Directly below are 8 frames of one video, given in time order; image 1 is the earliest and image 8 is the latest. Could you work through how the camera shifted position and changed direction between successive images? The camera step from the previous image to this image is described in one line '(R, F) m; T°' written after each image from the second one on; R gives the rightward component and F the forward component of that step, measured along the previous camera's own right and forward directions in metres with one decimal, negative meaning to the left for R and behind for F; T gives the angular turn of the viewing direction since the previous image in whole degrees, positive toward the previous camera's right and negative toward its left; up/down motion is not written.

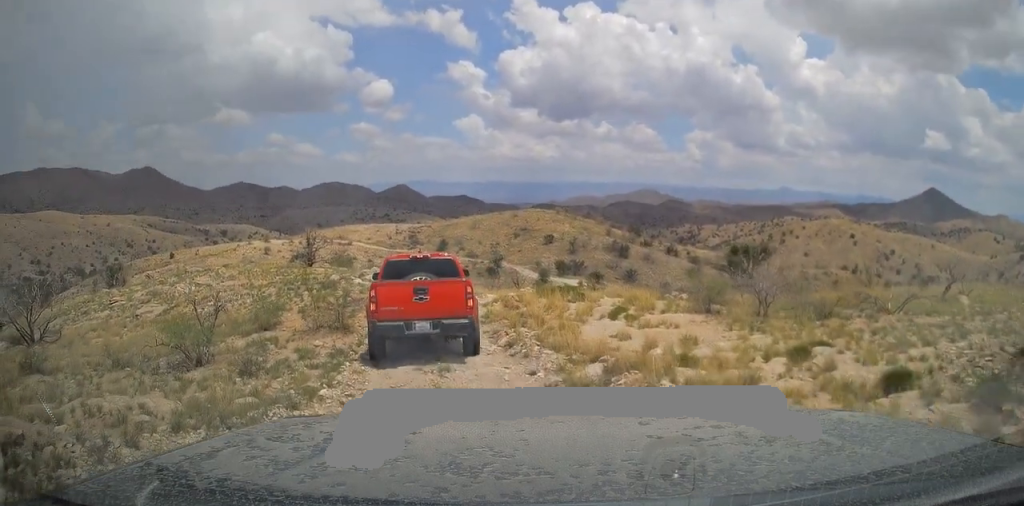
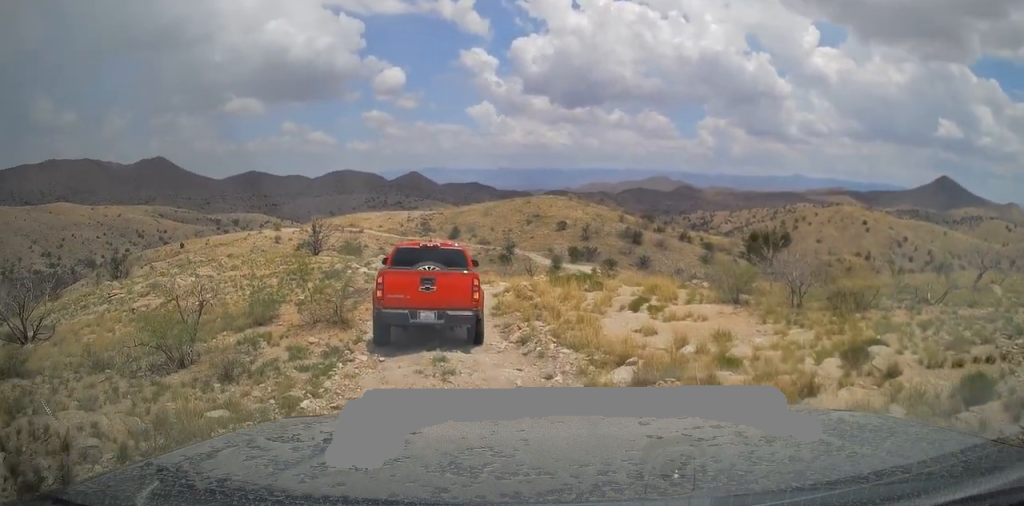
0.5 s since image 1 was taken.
(-0.3, +1.3) m; -3°
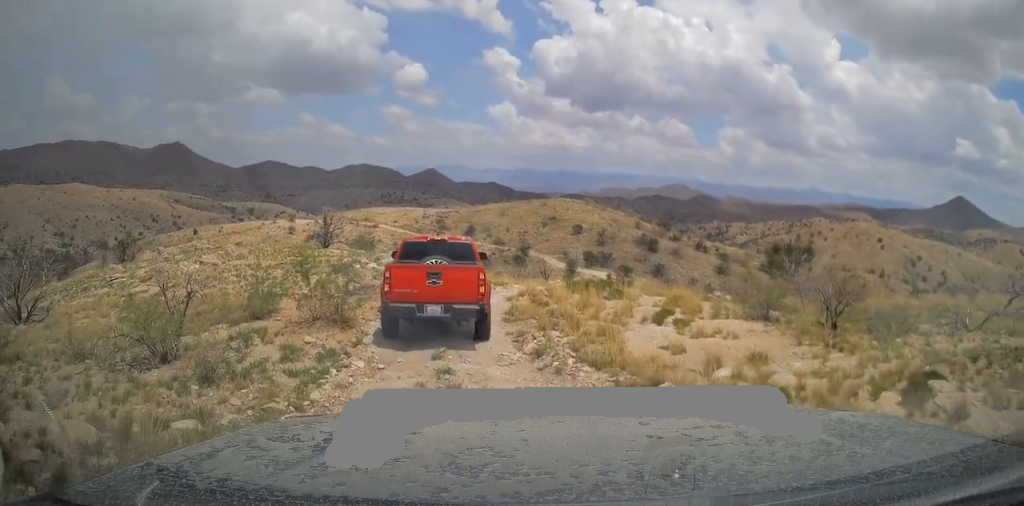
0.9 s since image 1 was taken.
(-0.2, +1.2) m; -2°
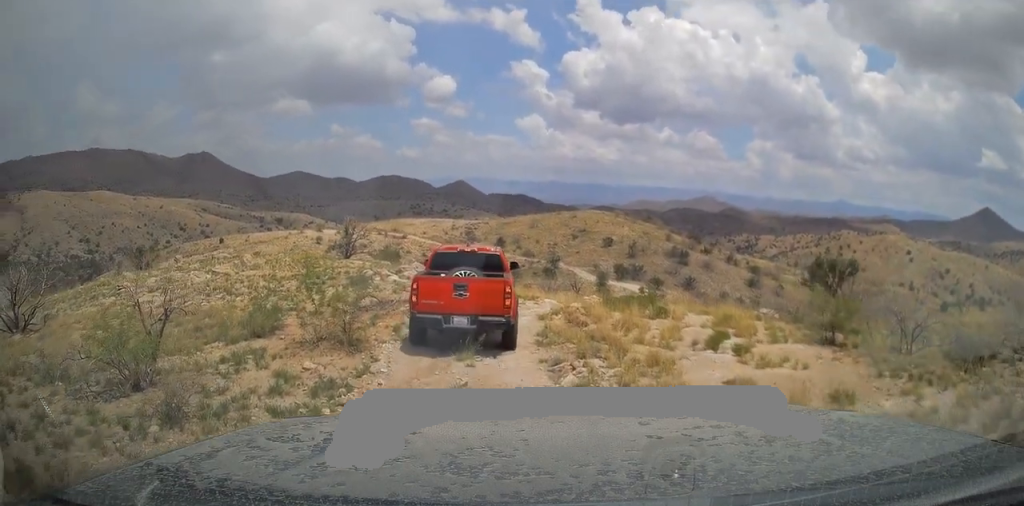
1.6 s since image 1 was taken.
(+0.2, +2.0) m; +5°
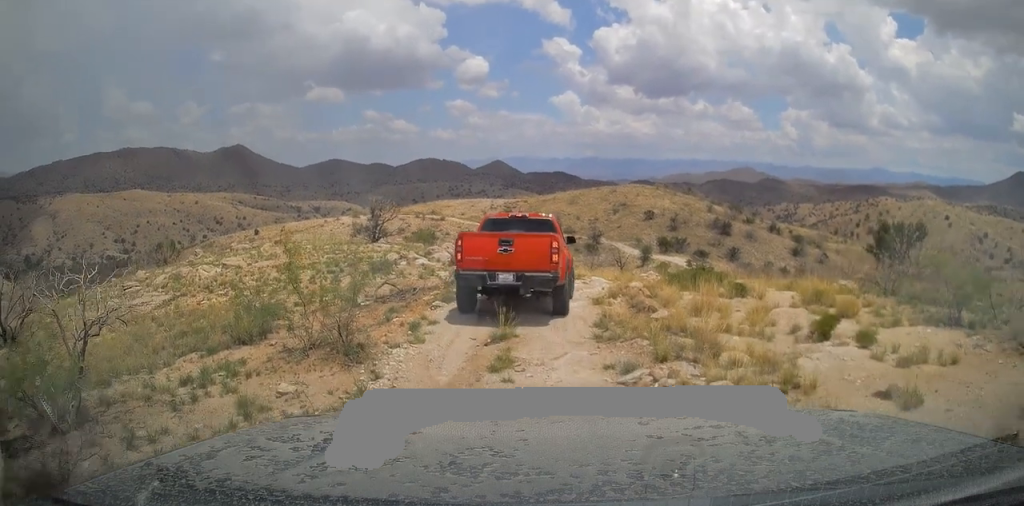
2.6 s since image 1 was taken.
(+0.2, +2.9) m; -2°
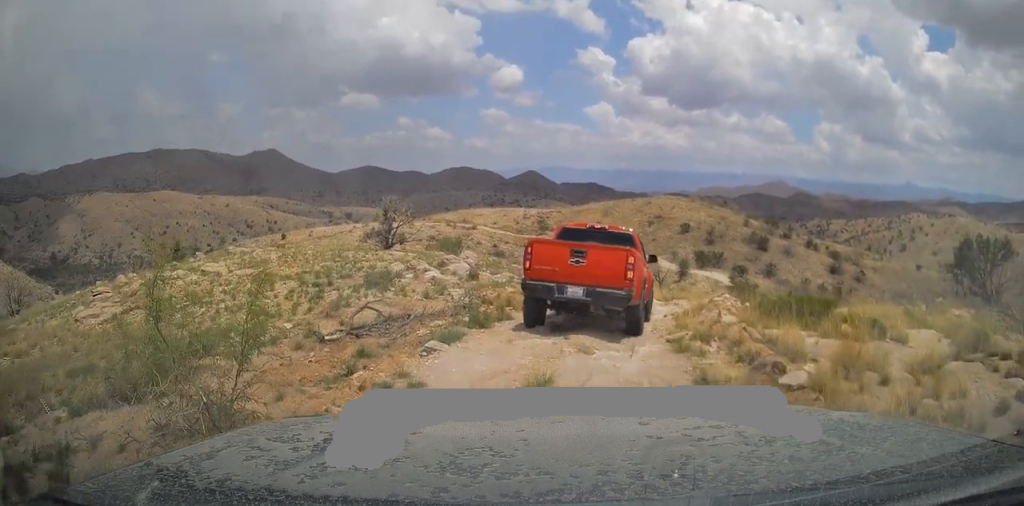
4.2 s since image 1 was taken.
(-0.5, +4.3) m; -3°
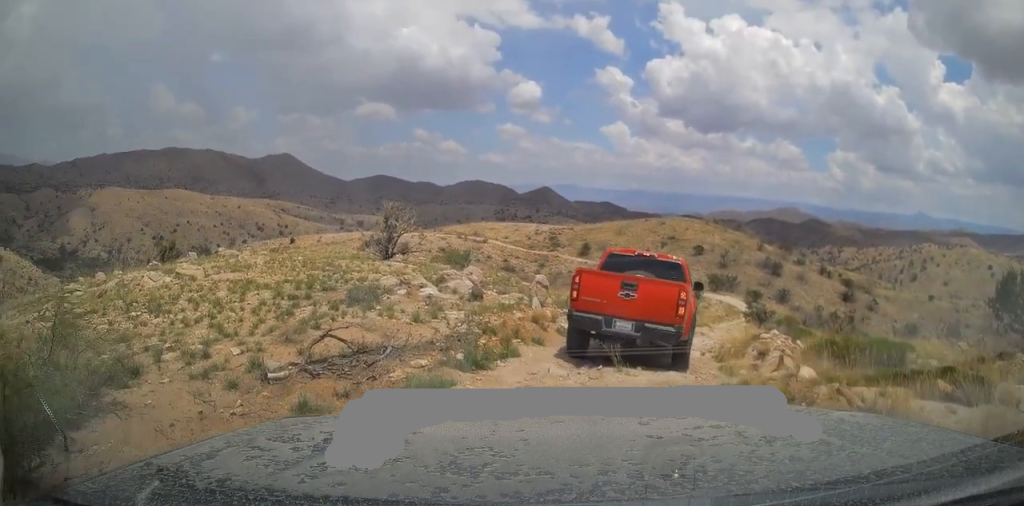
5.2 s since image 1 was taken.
(+0.4, +2.6) m; 0°
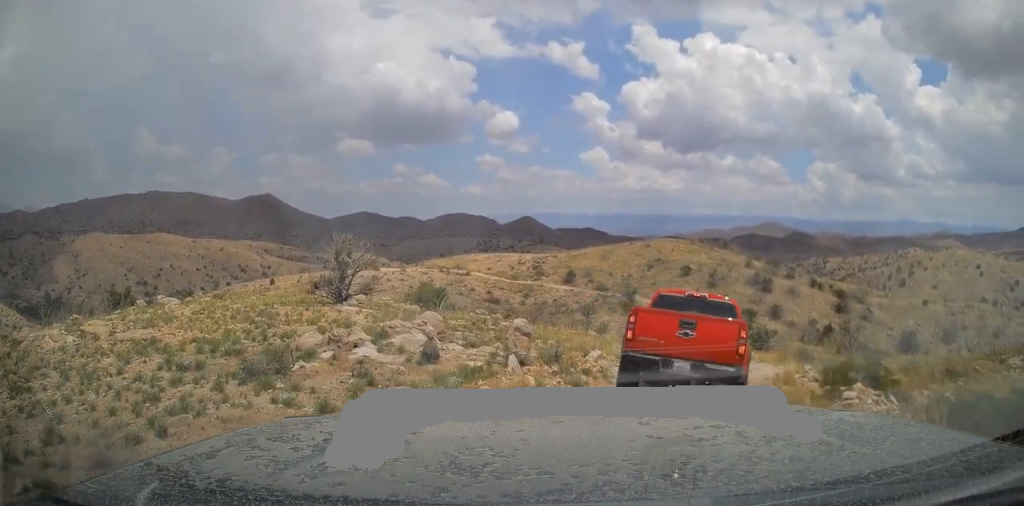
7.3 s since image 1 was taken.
(+0.2, +4.3) m; +4°
